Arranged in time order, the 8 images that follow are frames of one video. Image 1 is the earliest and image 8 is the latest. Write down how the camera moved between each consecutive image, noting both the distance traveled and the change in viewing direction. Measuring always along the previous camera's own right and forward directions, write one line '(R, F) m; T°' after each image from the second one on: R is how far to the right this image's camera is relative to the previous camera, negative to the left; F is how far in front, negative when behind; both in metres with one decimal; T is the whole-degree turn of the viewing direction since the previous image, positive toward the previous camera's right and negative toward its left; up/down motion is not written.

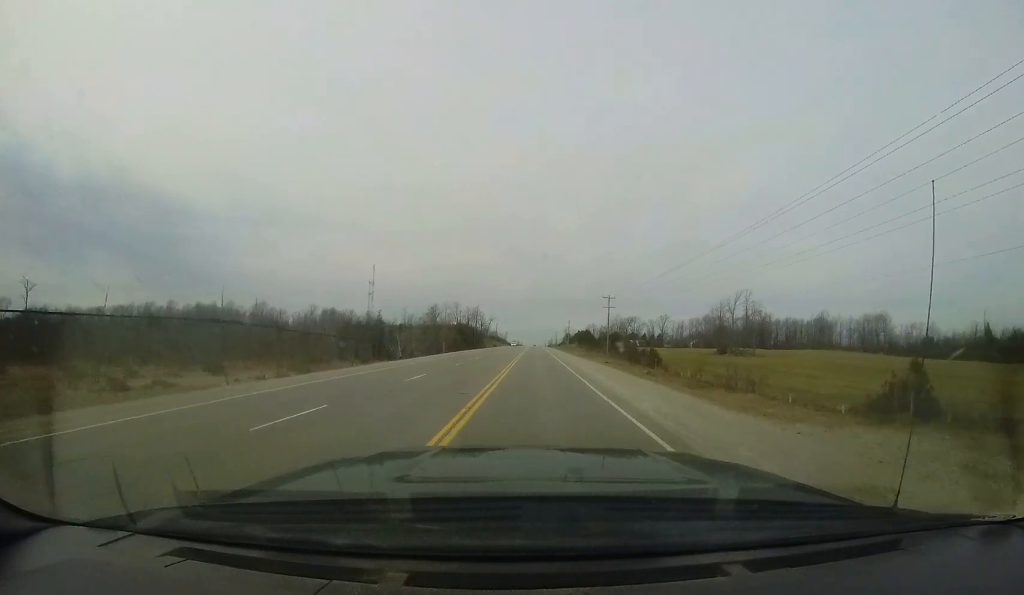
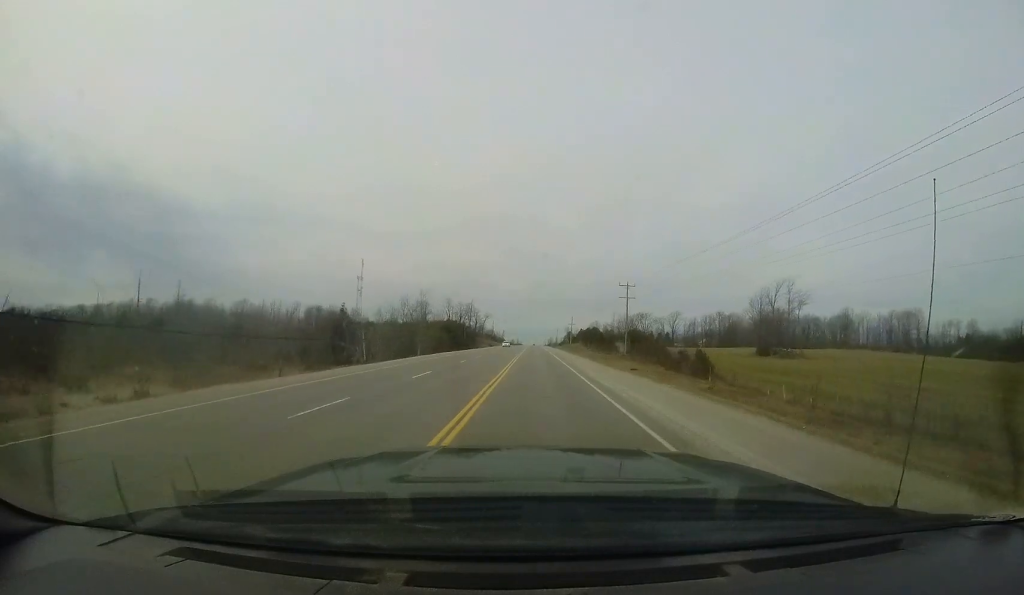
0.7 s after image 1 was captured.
(+0.2, +17.4) m; 0°
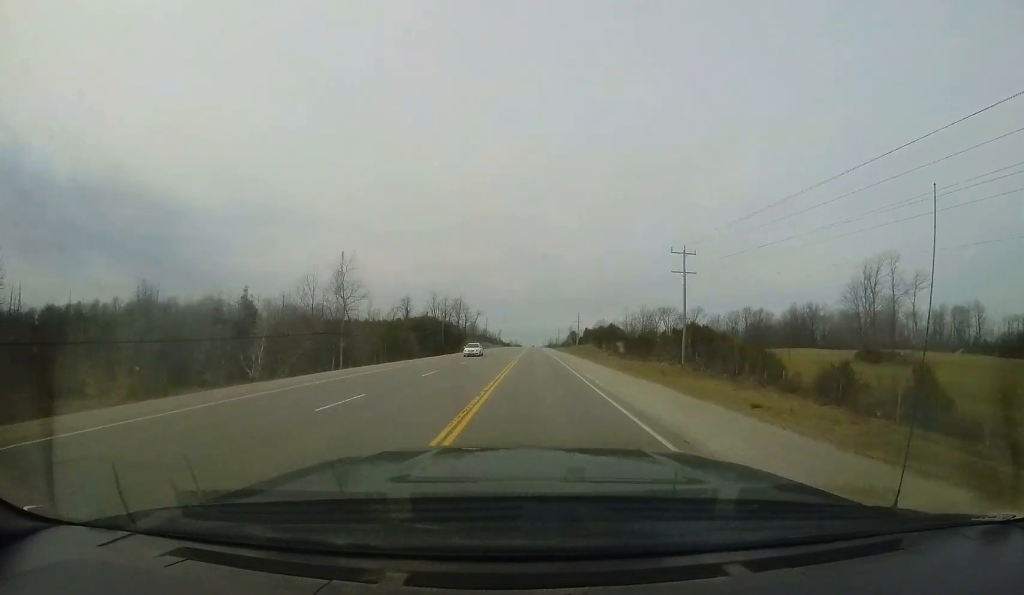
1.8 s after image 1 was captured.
(0.0, +26.6) m; 0°
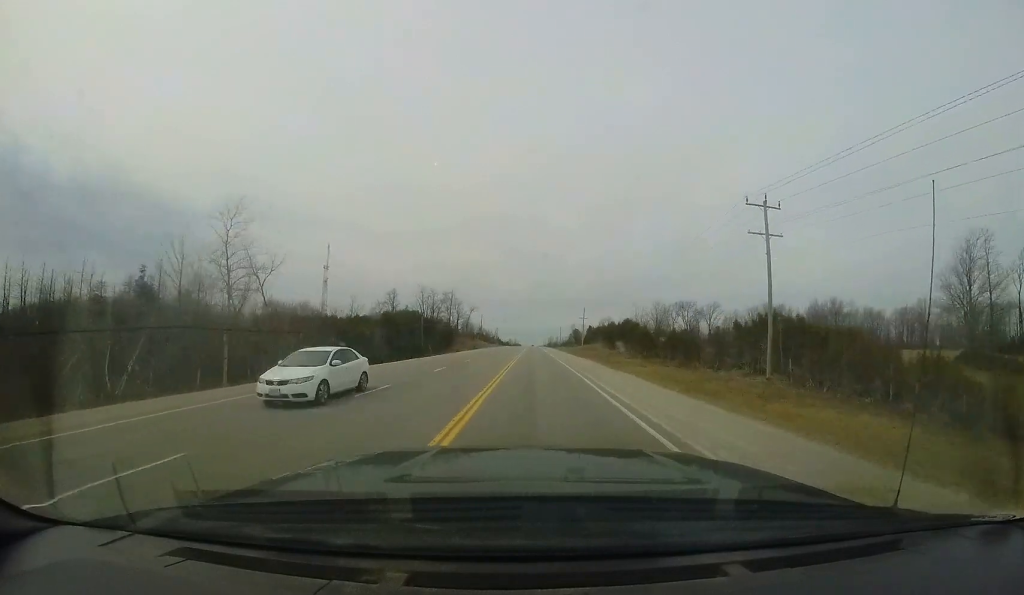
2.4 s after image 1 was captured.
(-0.1, +16.0) m; 0°
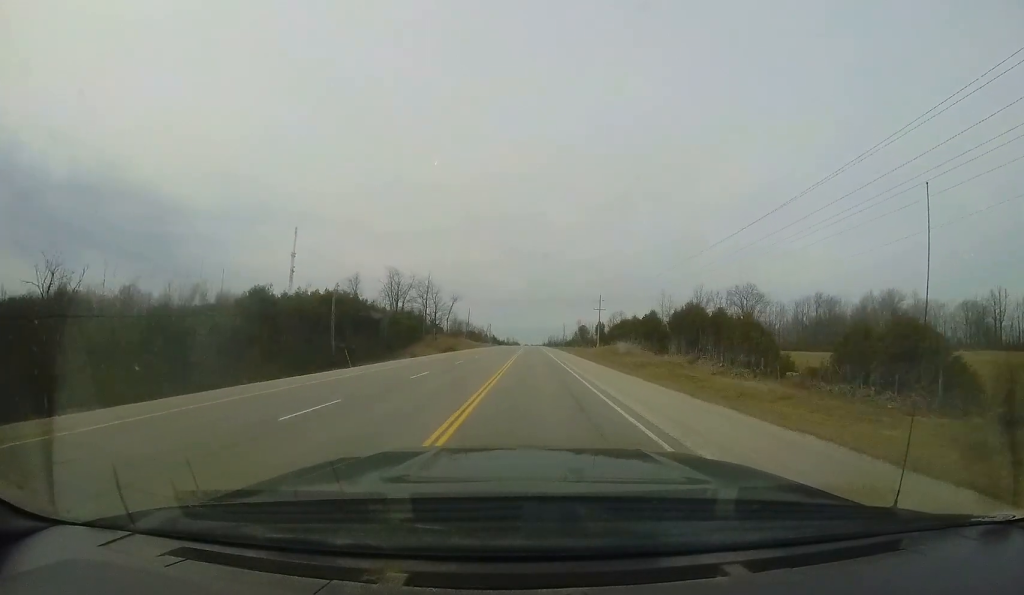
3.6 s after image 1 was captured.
(+0.1, +31.3) m; 0°
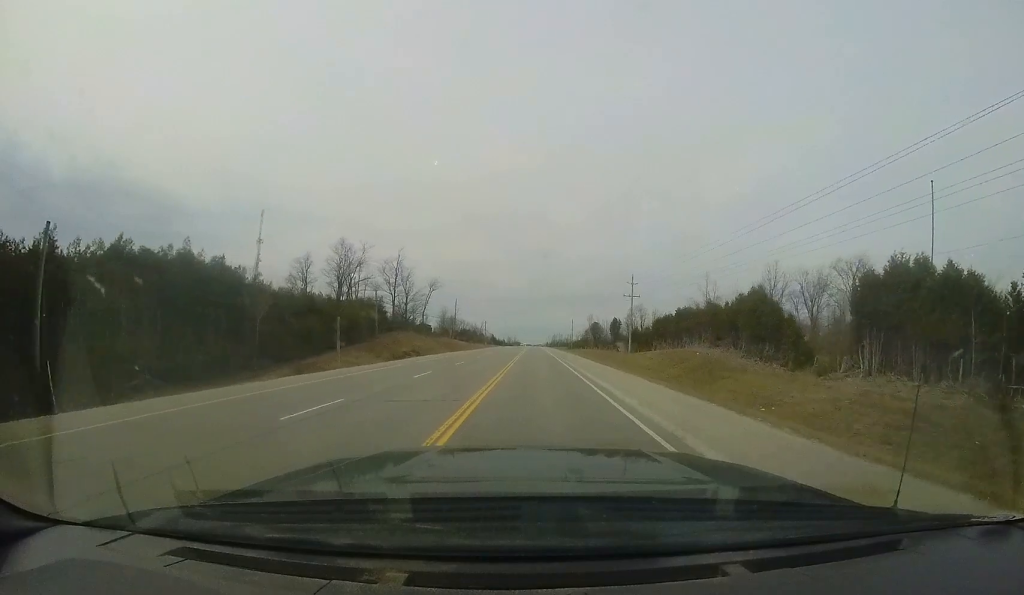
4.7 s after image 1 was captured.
(-0.1, +28.2) m; +1°
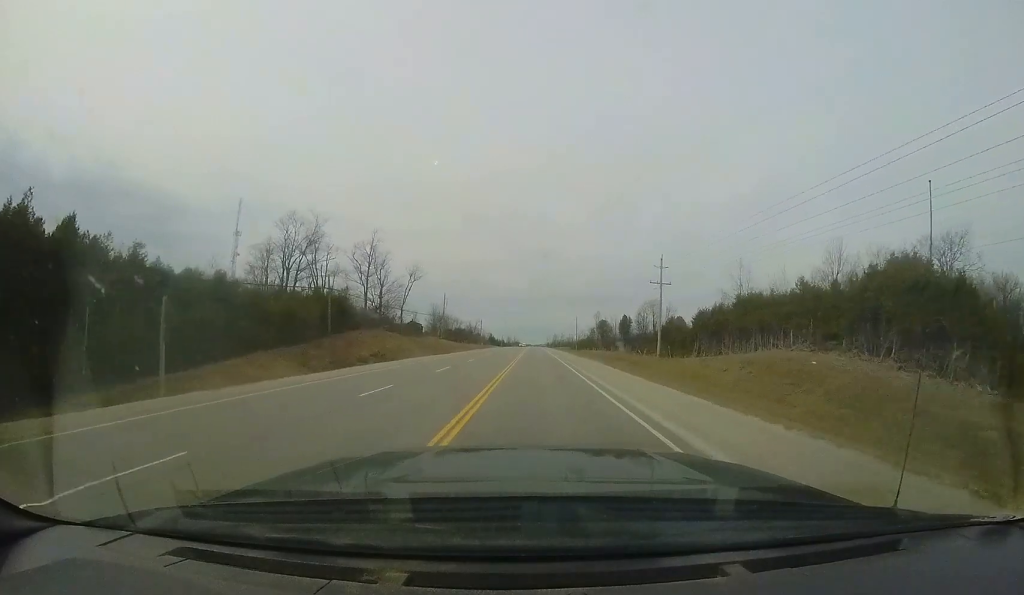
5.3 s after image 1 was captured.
(0.0, +14.7) m; 0°
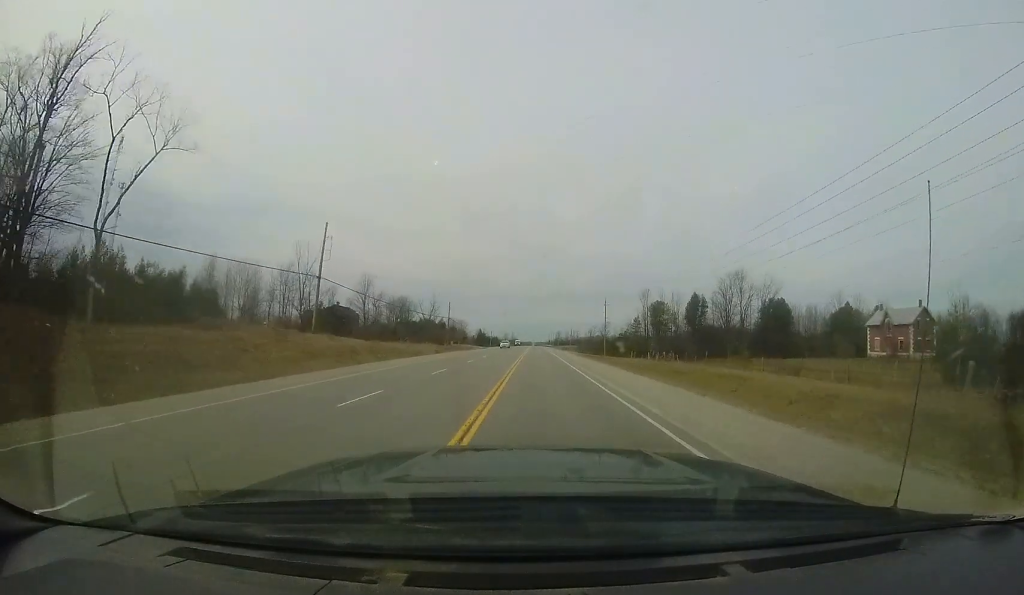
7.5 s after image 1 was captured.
(-1.2, +57.3) m; -3°
